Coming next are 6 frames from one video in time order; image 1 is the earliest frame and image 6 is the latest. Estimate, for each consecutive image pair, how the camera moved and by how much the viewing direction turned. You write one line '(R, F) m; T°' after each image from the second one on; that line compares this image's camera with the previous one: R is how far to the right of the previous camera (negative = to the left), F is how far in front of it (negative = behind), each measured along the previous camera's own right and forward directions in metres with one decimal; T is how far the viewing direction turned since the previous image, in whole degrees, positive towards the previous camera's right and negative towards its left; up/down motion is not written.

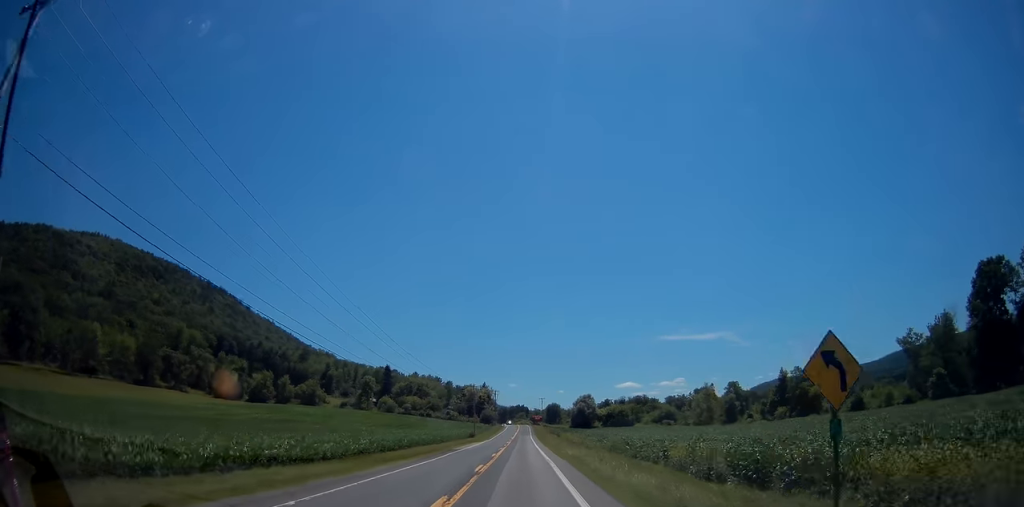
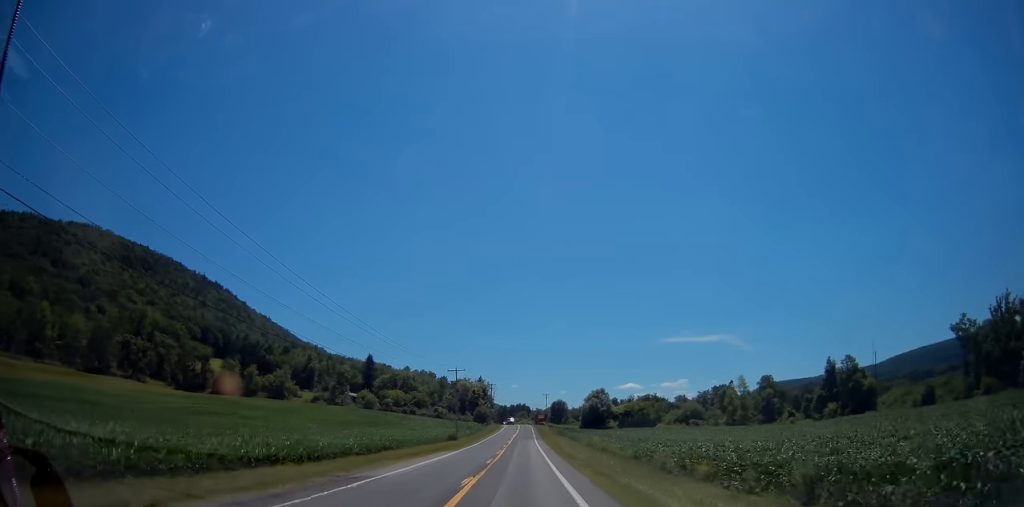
(-0.3, +30.7) m; -1°
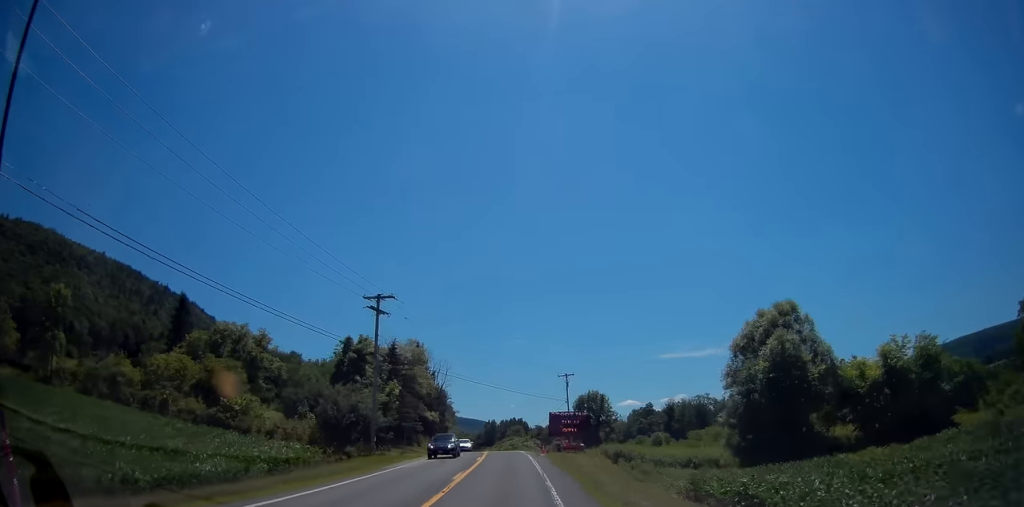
(+2.2, +120.1) m; +1°
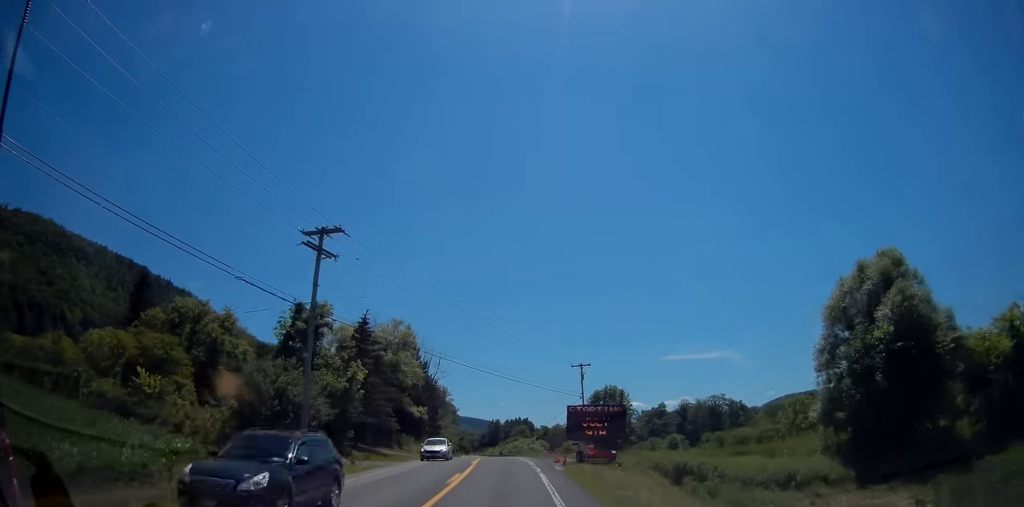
(-0.2, +14.2) m; -1°
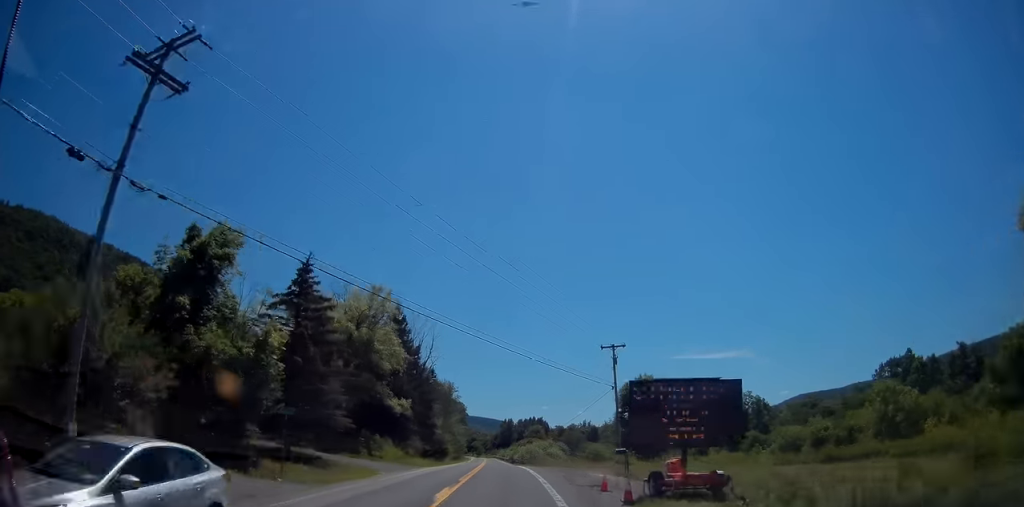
(-0.1, +16.5) m; -1°
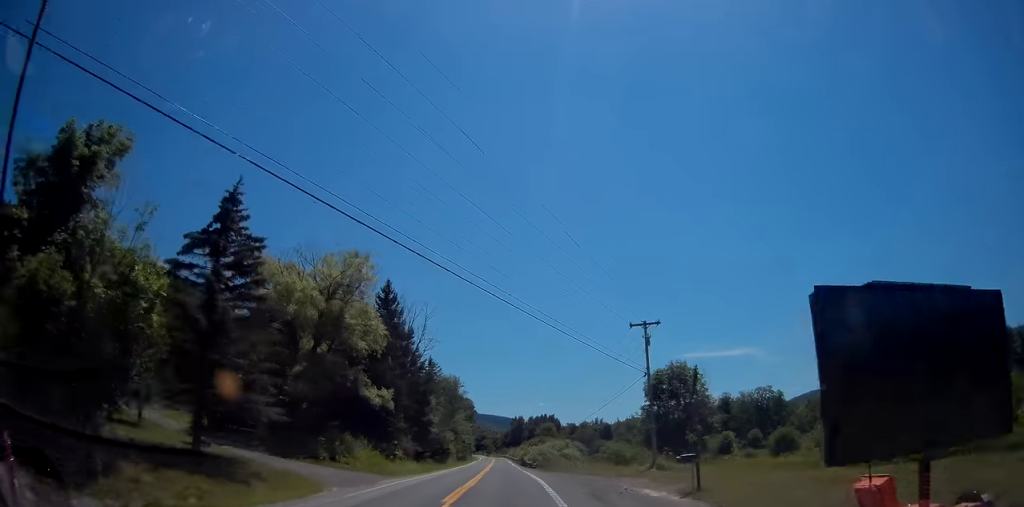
(+0.1, +10.7) m; -1°
